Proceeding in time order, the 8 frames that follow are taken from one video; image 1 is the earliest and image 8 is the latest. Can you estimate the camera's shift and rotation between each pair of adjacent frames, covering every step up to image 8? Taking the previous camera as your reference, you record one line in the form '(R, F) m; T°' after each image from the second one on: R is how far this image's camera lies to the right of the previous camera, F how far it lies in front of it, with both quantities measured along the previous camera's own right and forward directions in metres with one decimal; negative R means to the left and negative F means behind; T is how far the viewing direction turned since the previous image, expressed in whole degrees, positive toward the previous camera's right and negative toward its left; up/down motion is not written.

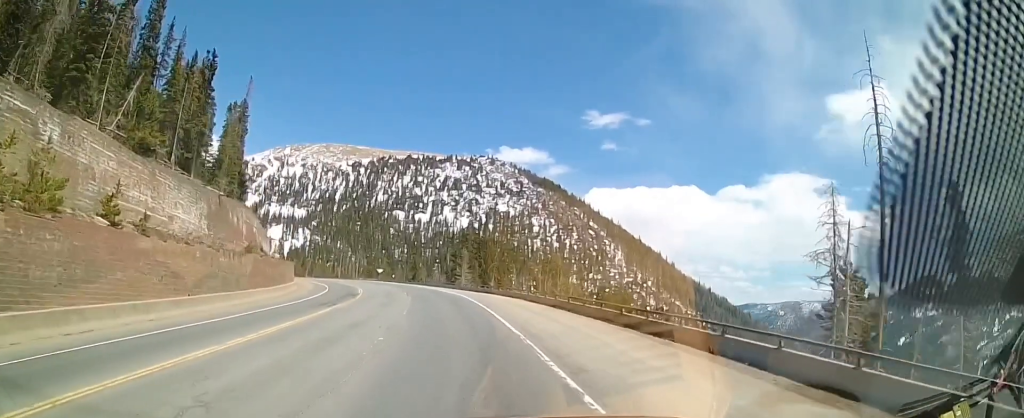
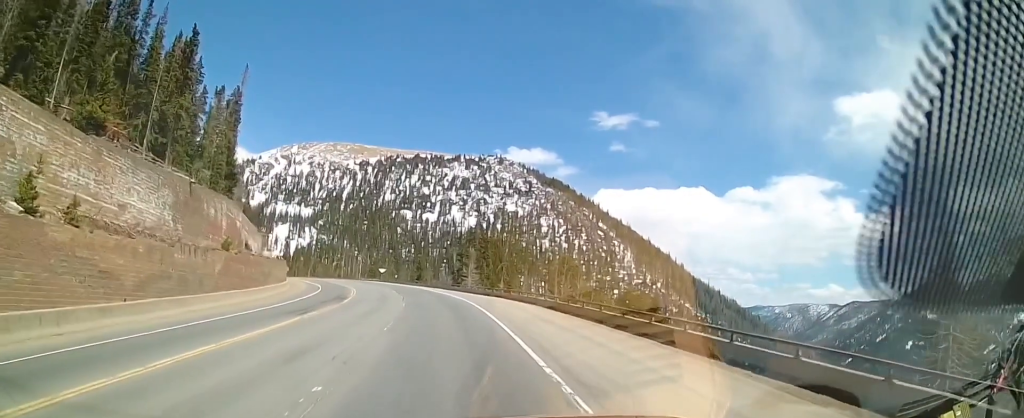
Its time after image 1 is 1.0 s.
(-0.6, +7.1) m; 0°
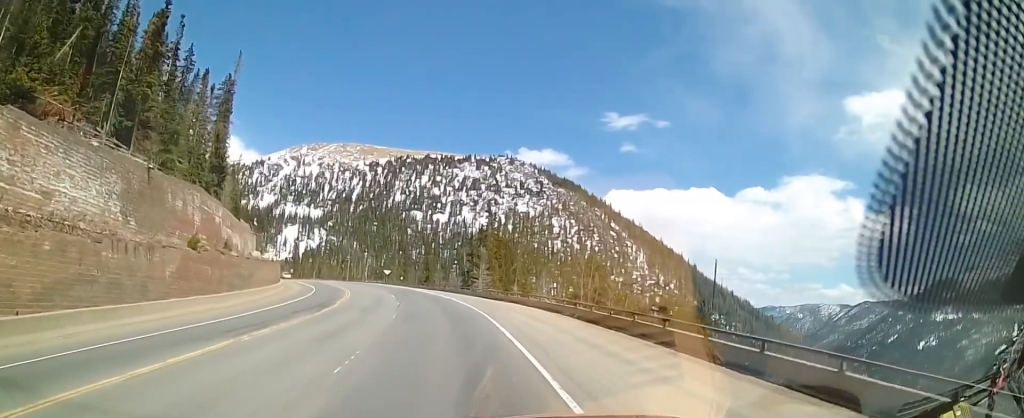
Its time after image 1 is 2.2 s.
(+0.5, +8.1) m; 0°
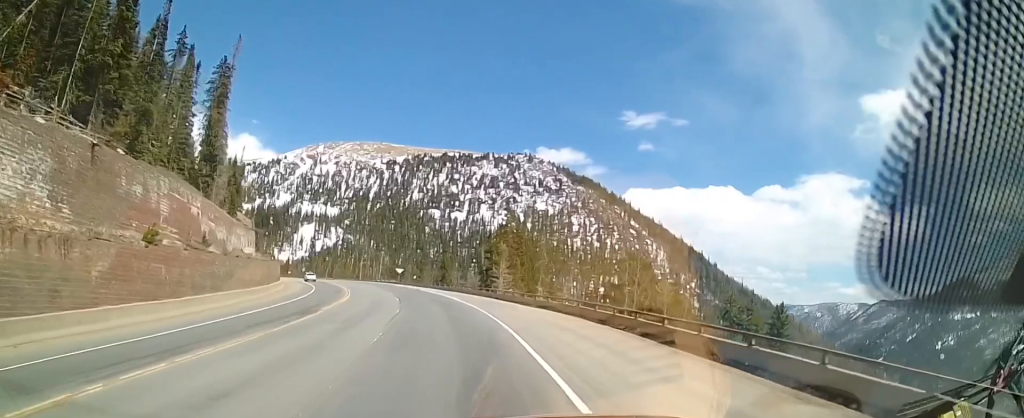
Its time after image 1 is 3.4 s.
(-0.3, +8.4) m; 0°
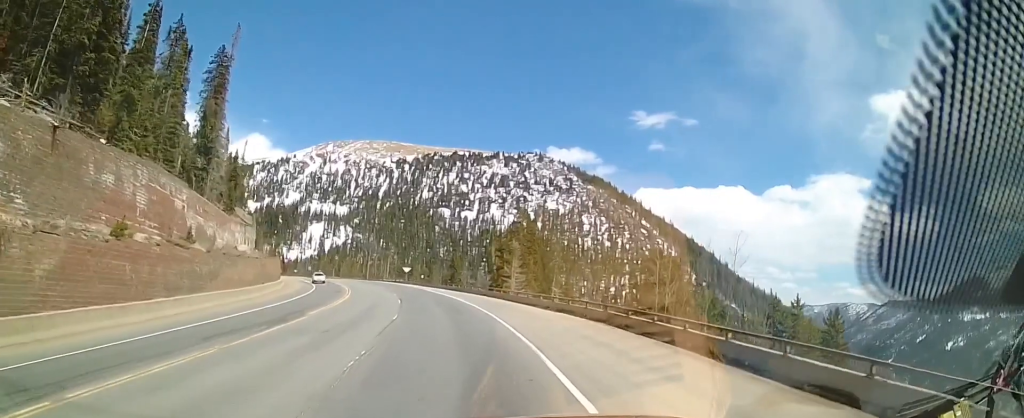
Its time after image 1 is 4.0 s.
(+0.3, +4.3) m; 0°
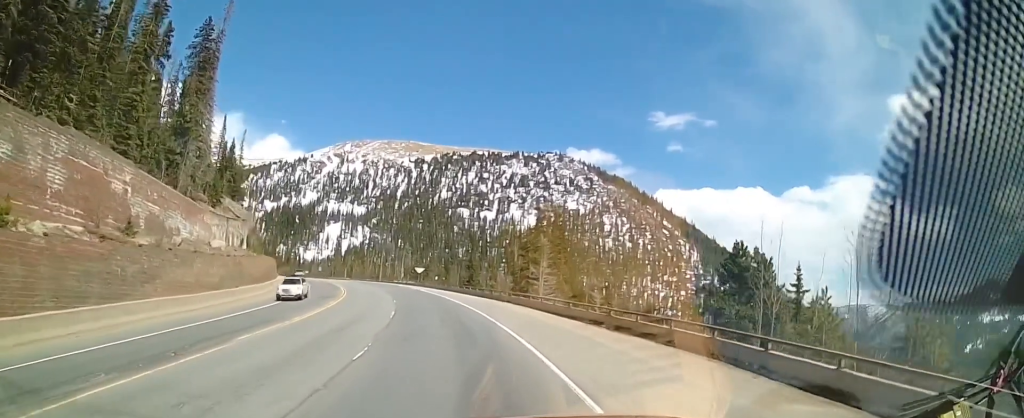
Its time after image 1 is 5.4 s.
(-0.7, +10.6) m; -6°
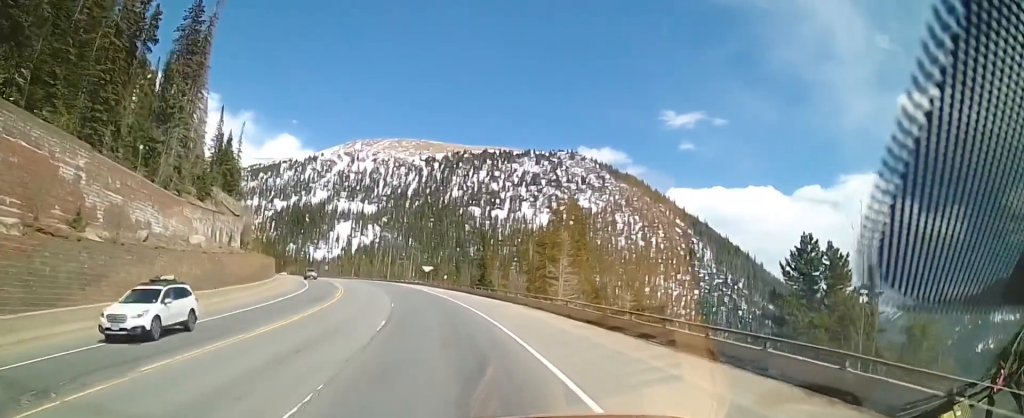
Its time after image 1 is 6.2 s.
(-0.1, +5.8) m; -3°
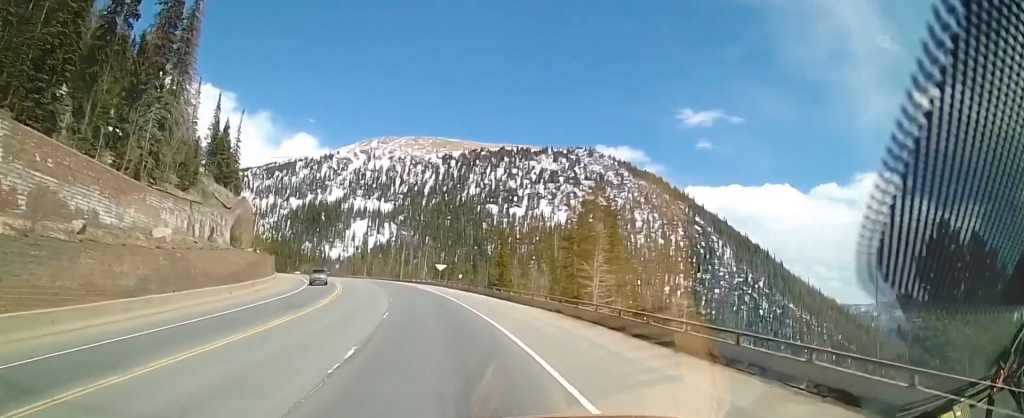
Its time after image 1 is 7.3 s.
(-0.3, +7.6) m; 0°
